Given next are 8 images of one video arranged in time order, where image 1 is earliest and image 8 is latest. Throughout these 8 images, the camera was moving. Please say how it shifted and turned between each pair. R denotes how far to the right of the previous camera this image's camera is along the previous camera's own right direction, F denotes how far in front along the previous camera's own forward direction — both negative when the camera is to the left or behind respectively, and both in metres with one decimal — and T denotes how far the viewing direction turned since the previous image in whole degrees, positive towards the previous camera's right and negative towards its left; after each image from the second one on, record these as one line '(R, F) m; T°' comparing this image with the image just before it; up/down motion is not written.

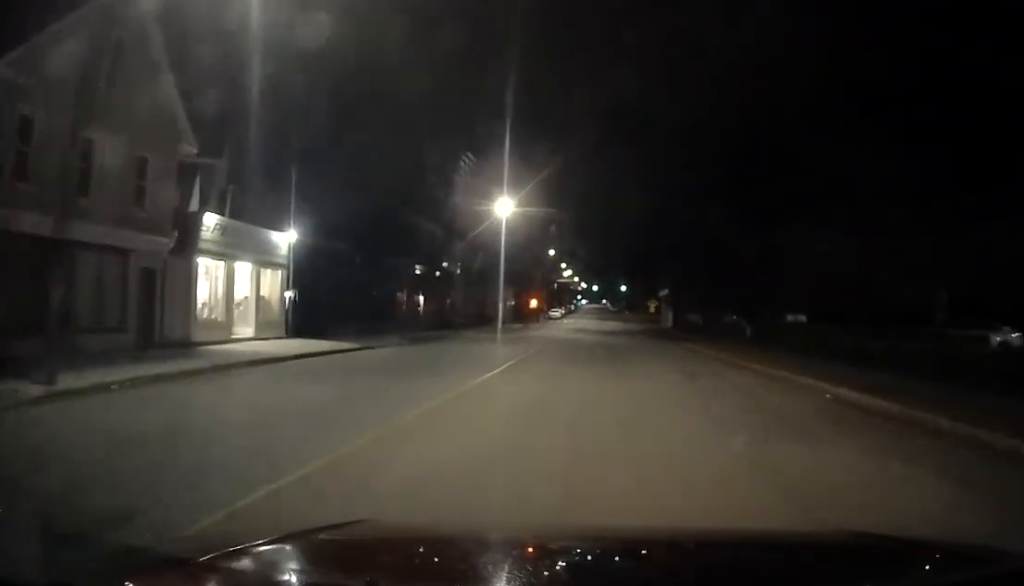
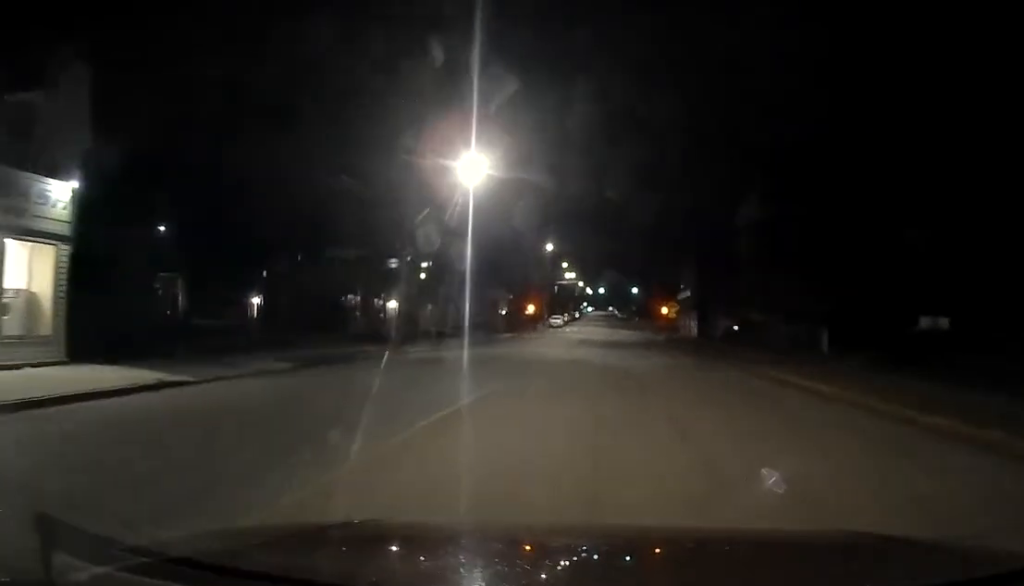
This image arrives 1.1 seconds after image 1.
(+0.3, +13.2) m; 0°
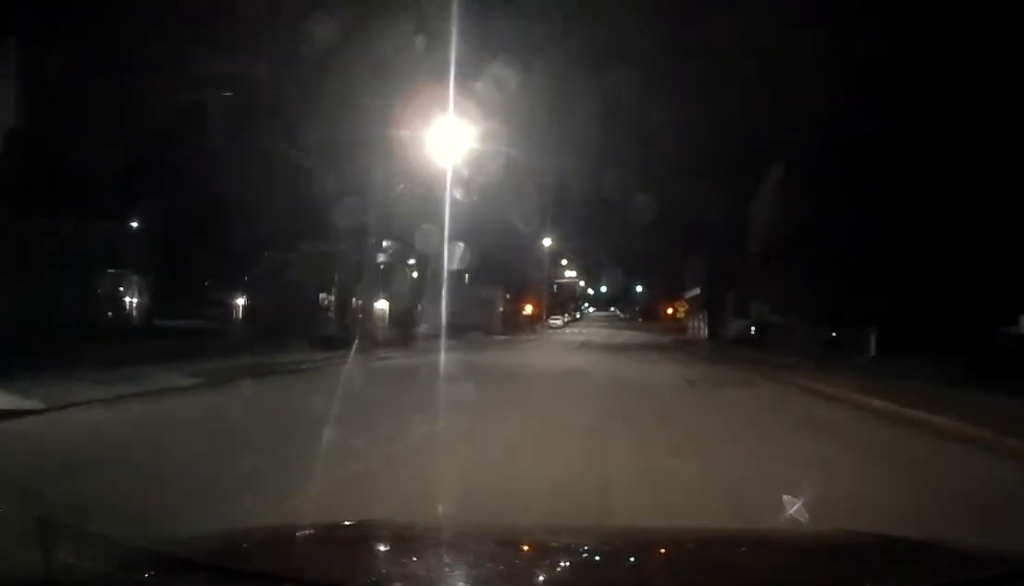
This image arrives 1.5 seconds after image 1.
(+0.1, +5.0) m; 0°
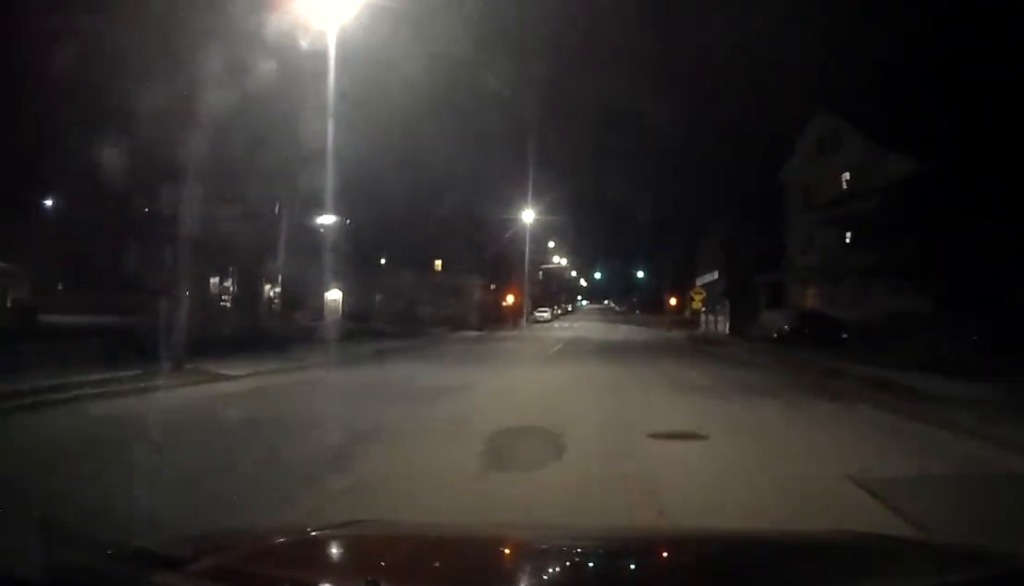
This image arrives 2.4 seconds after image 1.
(-0.5, +11.8) m; -1°
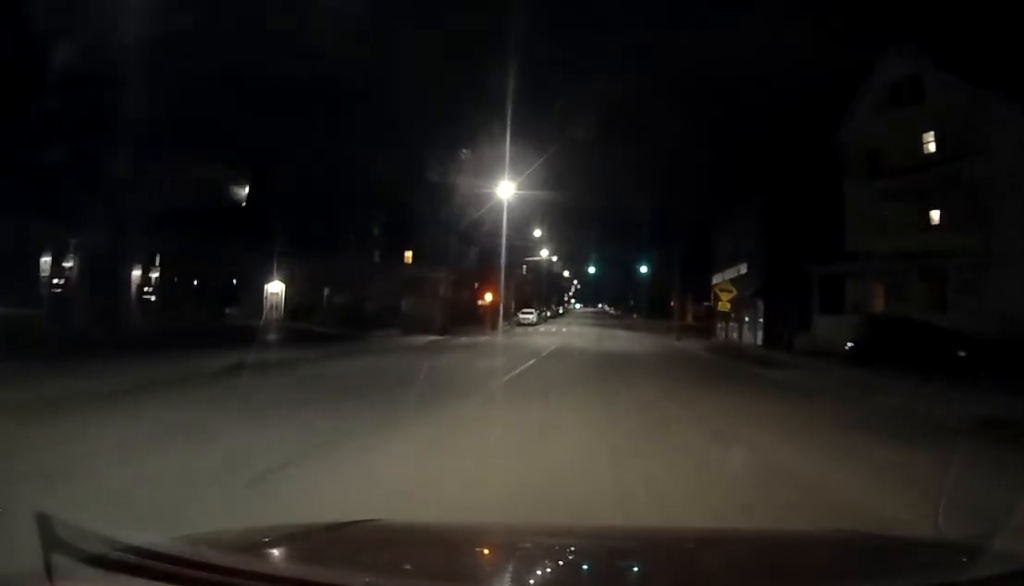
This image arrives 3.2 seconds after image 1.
(+0.3, +10.7) m; +2°
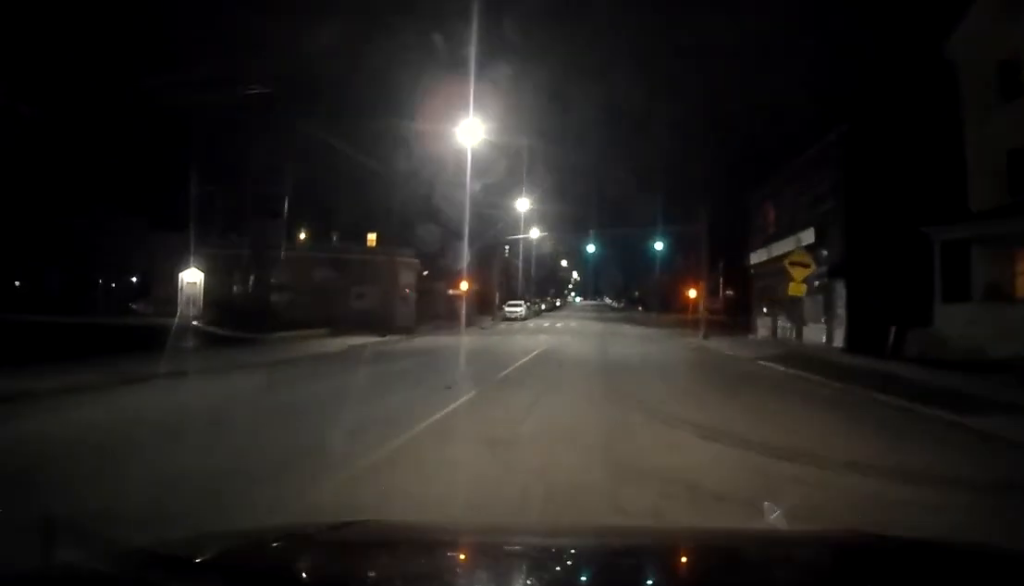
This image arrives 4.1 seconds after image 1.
(+0.2, +11.6) m; 0°
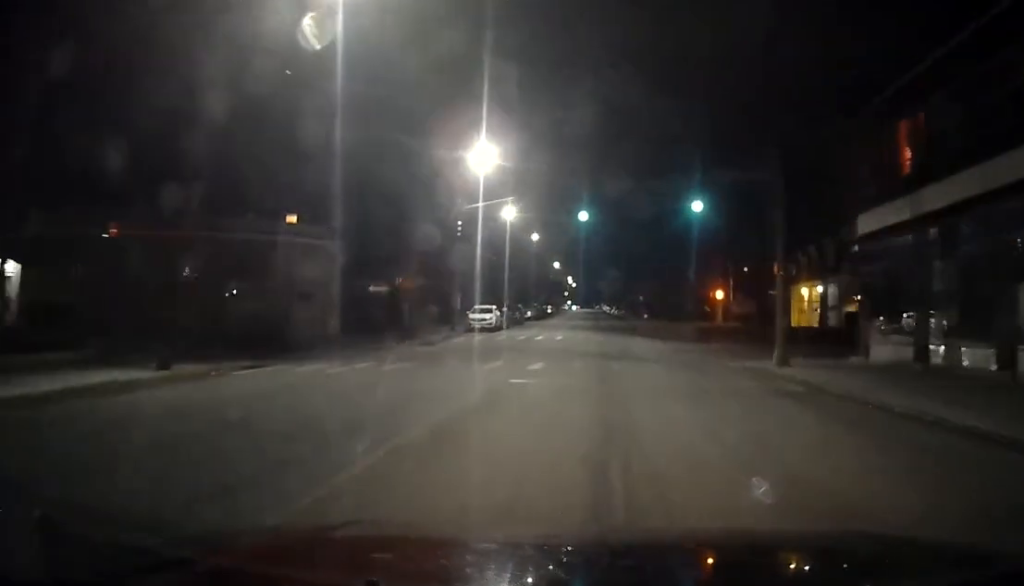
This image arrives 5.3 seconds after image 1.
(-0.1, +15.4) m; -2°
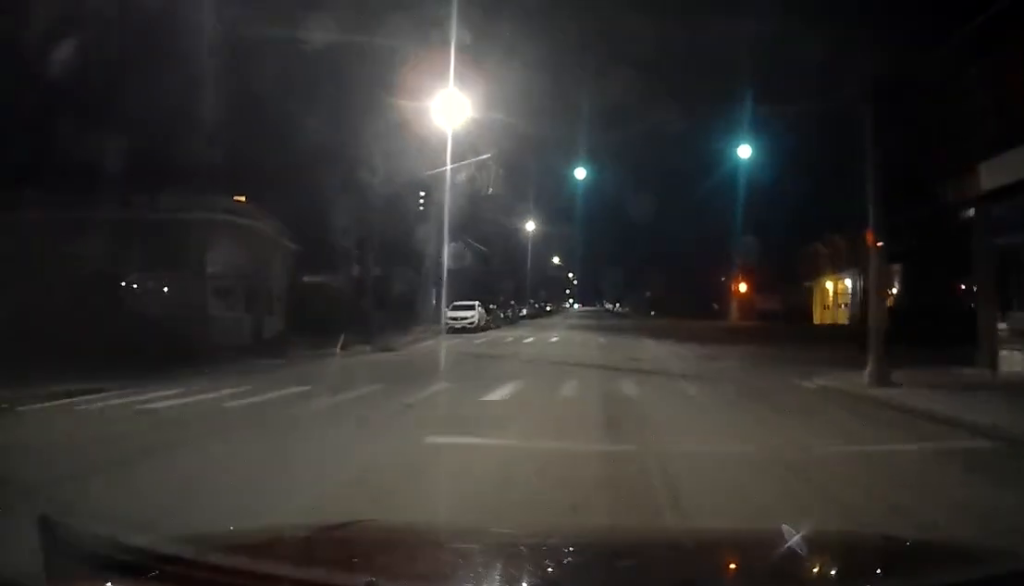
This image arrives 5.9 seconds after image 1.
(-0.2, +7.3) m; 0°
